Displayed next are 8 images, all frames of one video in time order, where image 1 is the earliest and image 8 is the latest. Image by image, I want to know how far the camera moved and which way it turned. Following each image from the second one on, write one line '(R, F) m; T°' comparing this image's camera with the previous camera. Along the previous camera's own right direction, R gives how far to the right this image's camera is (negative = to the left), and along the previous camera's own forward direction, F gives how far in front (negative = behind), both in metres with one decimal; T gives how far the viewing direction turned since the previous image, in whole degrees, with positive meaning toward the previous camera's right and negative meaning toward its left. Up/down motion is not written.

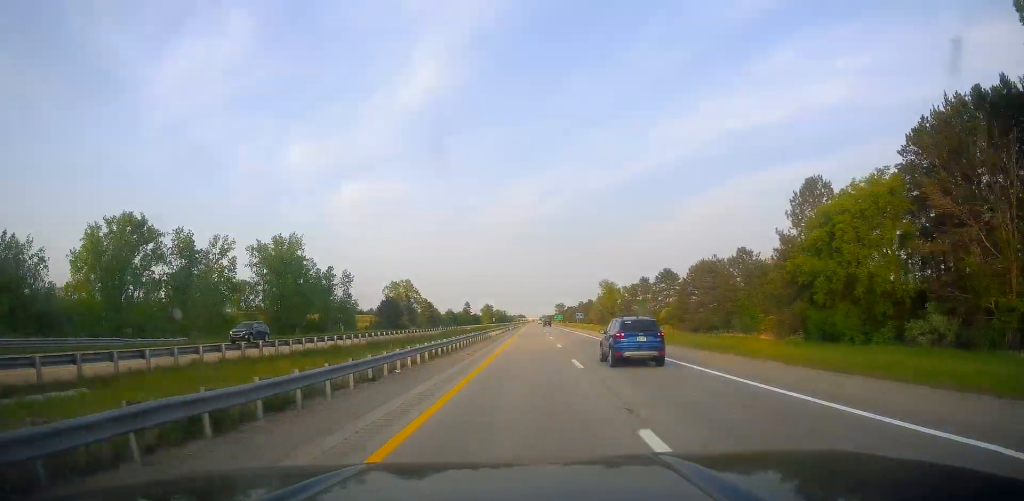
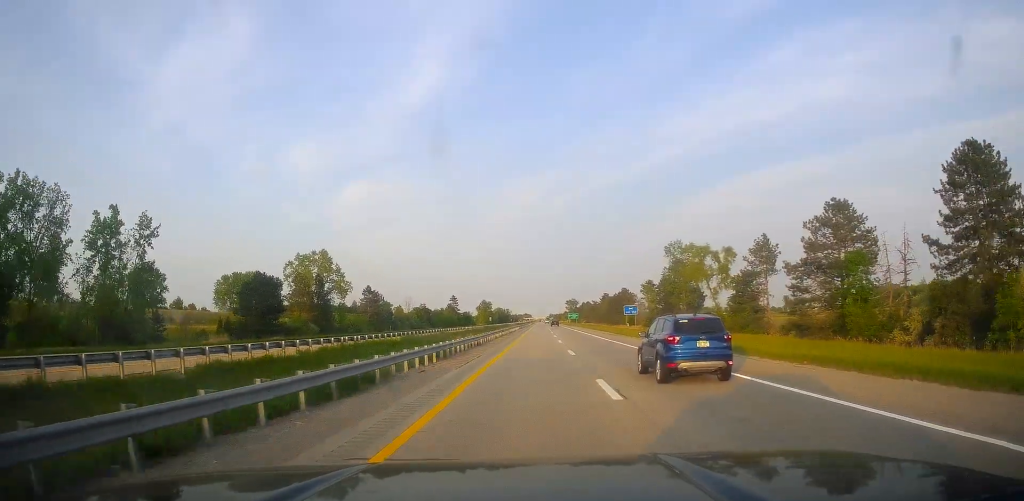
(-0.7, +98.8) m; 0°
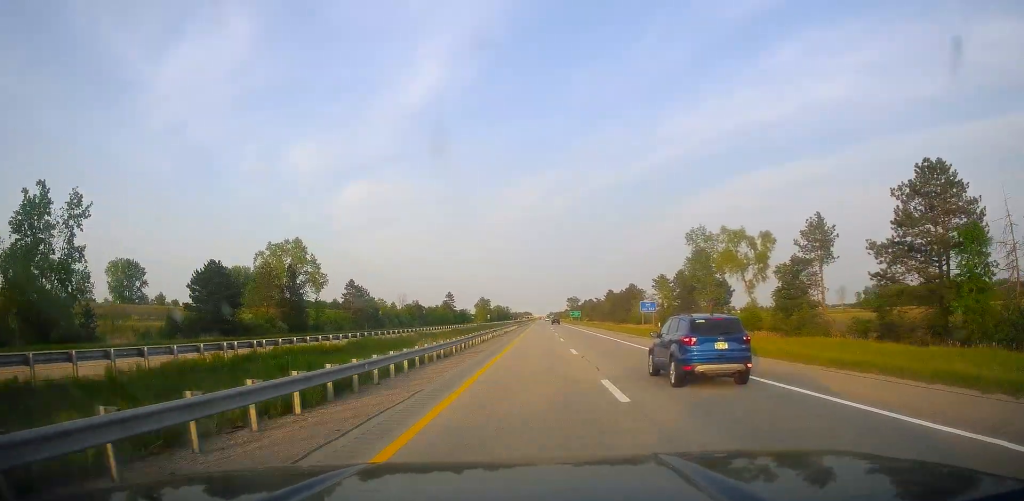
(-0.2, +15.7) m; 0°
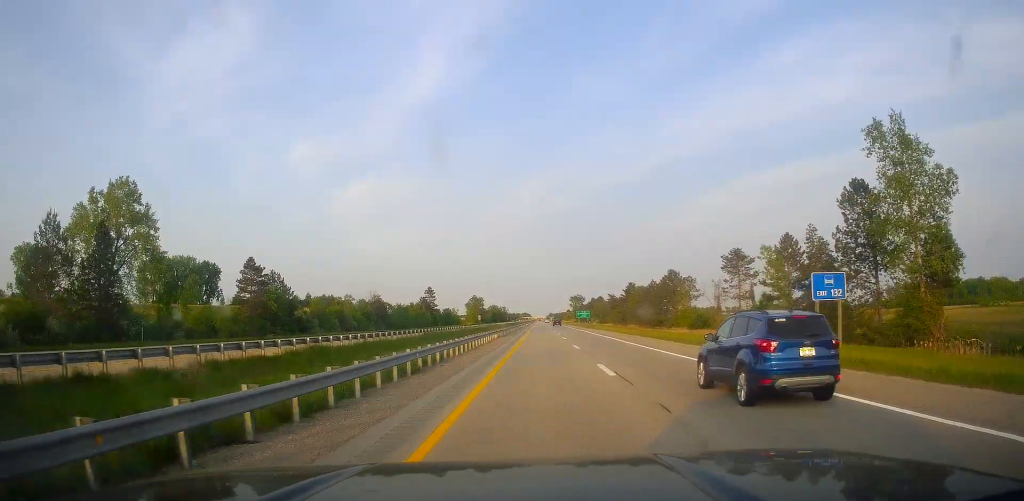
(+0.2, +55.6) m; 0°
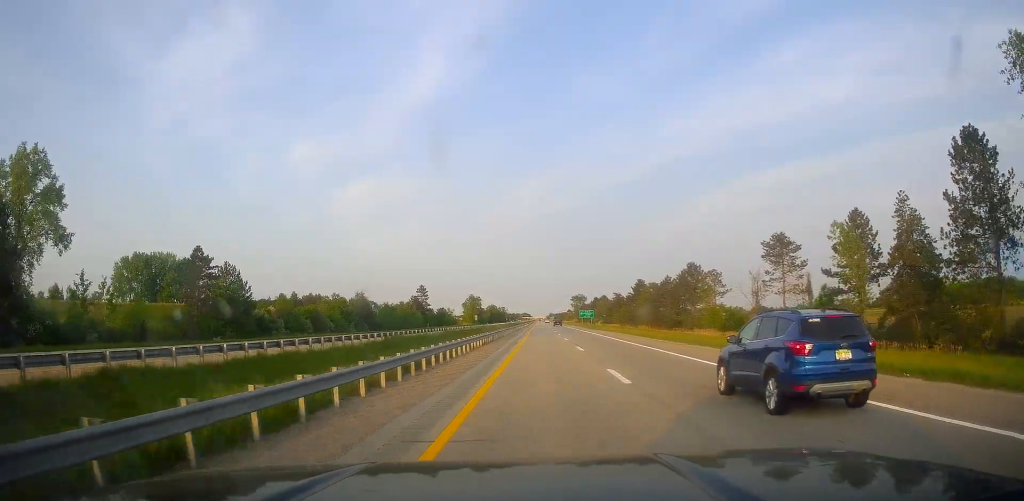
(-0.3, +17.0) m; 0°
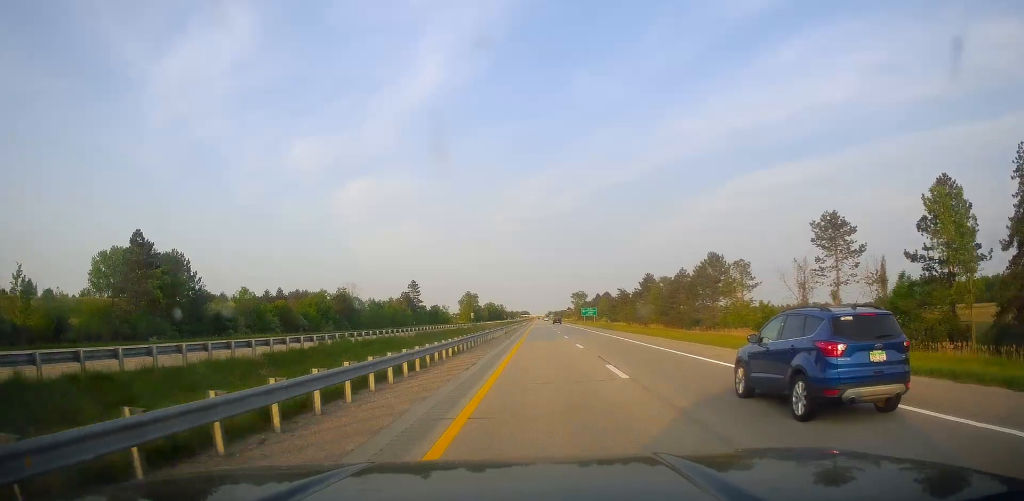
(-0.2, +14.6) m; 0°
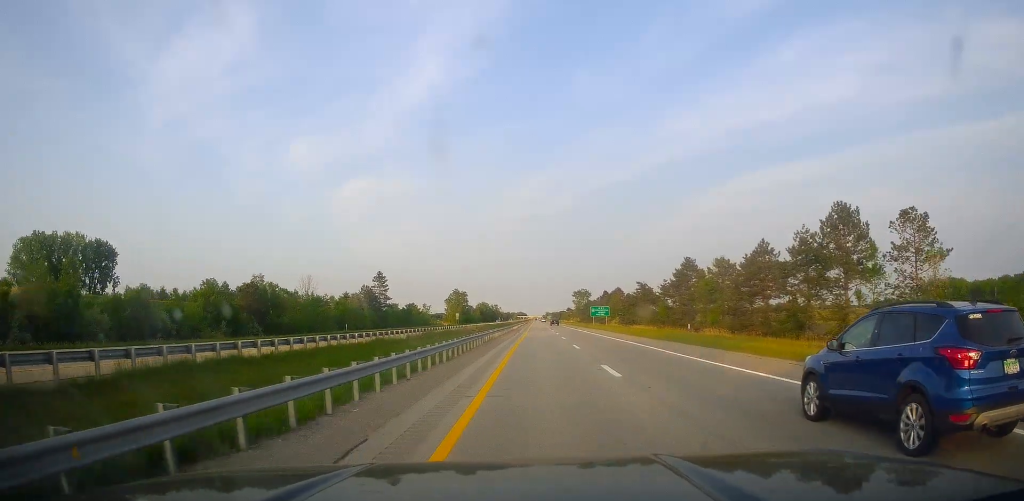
(+0.6, +45.0) m; +1°
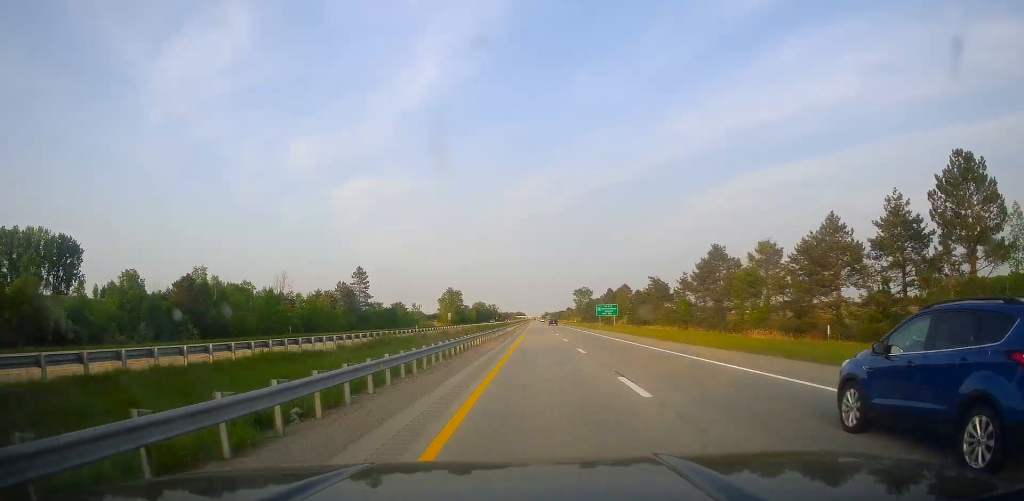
(+0.1, +19.4) m; 0°
